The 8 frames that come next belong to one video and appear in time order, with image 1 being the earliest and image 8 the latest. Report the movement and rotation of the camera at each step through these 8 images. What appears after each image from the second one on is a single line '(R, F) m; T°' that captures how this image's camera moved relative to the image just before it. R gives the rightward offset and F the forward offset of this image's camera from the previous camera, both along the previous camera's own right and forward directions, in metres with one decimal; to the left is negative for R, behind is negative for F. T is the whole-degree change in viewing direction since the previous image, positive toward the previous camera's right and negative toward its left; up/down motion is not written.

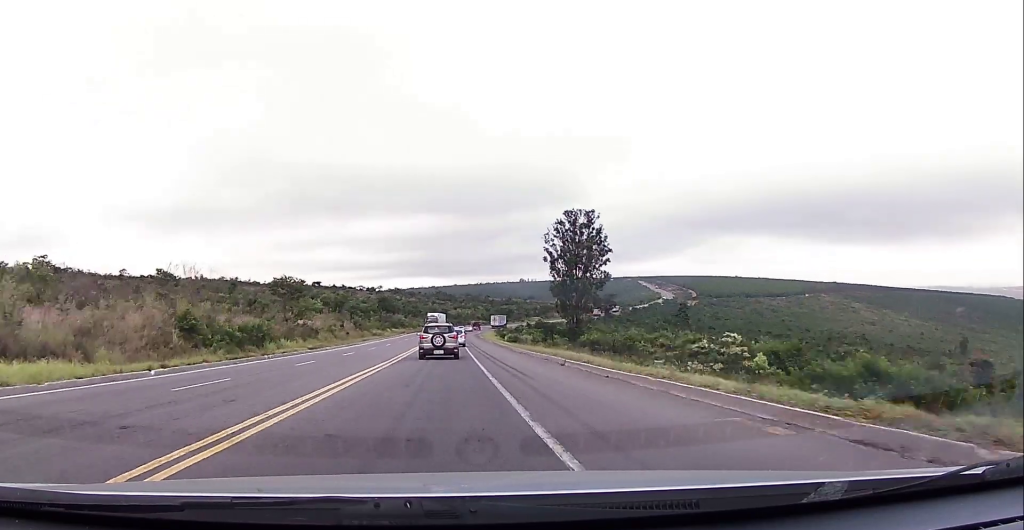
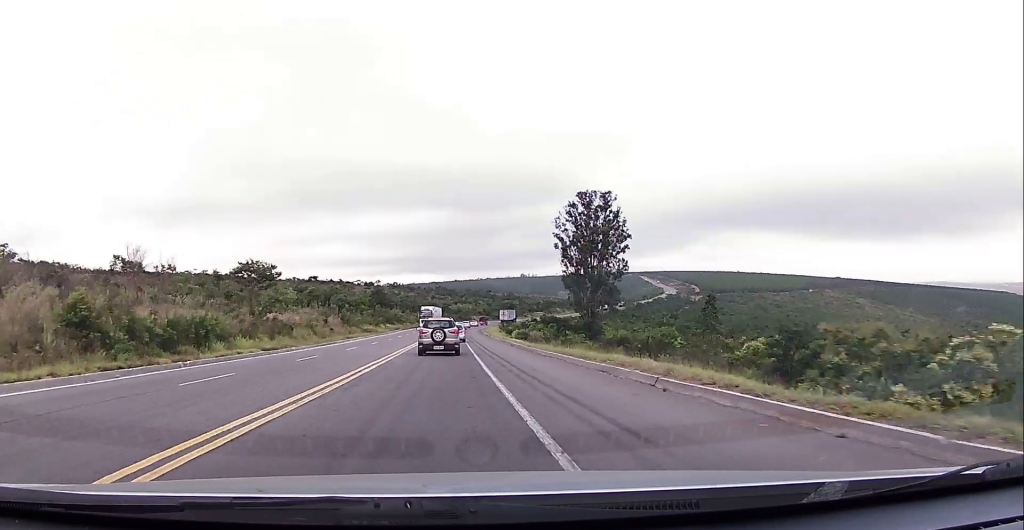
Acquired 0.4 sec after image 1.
(+0.1, +11.3) m; 0°
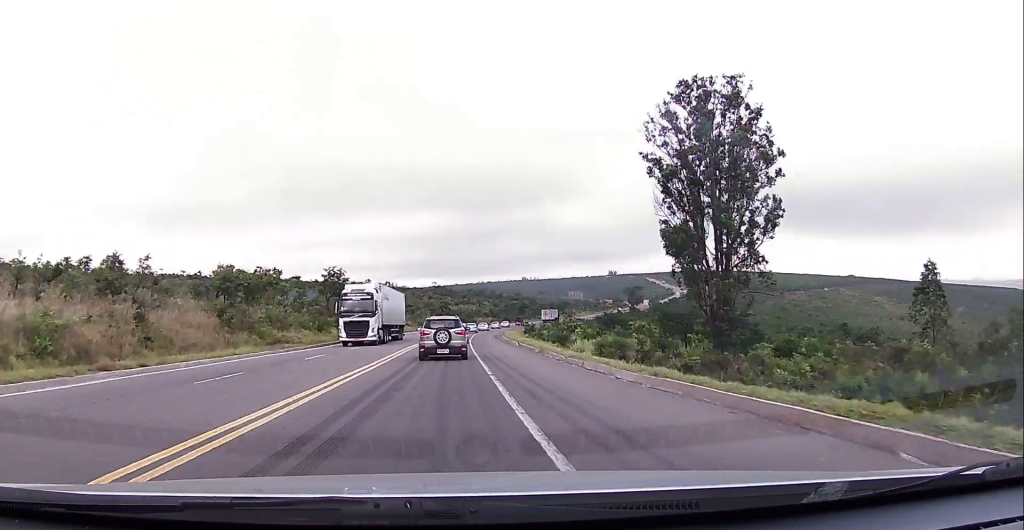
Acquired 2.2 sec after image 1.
(+0.1, +46.2) m; 0°
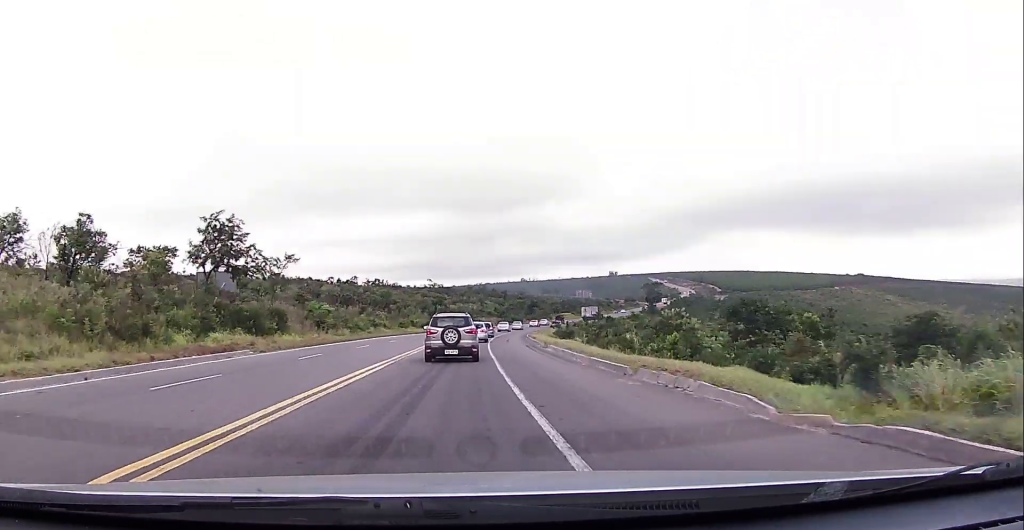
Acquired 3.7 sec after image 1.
(0.0, +38.3) m; -1°
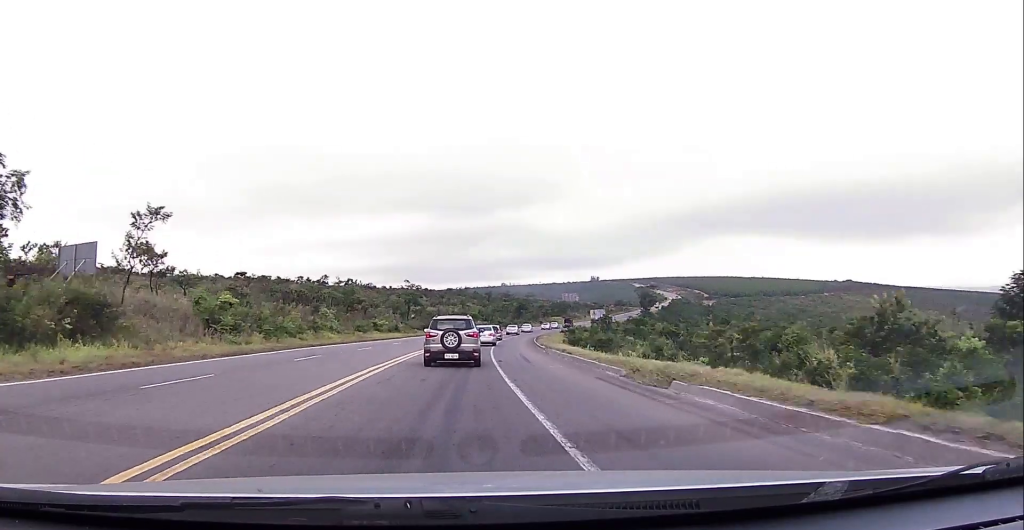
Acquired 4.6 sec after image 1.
(-0.4, +24.0) m; +2°
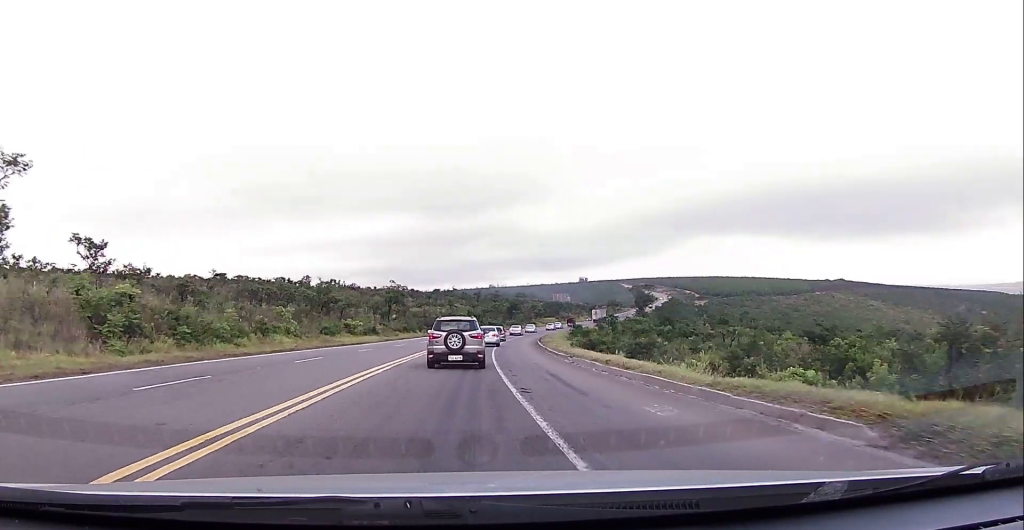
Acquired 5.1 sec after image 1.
(+0.5, +11.9) m; +2°
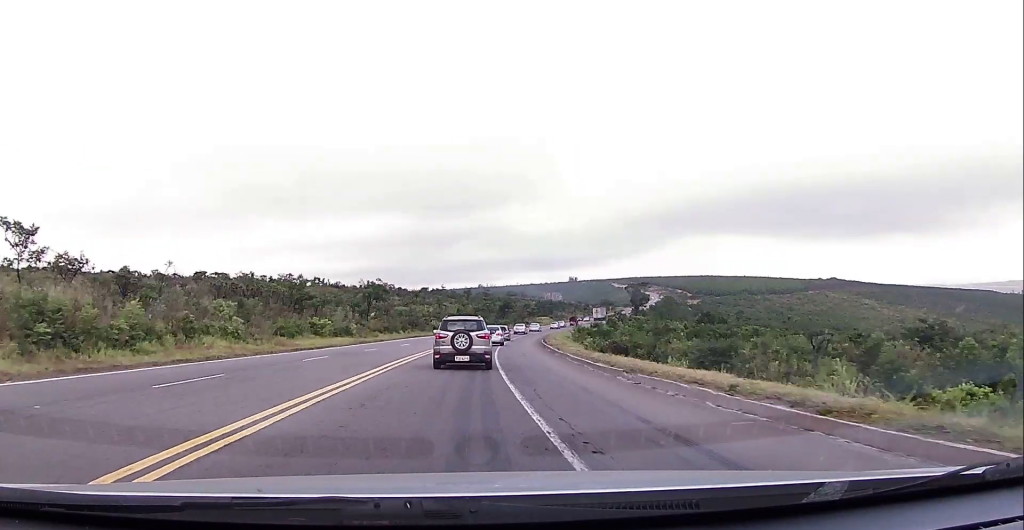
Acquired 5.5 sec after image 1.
(+0.2, +11.0) m; +1°
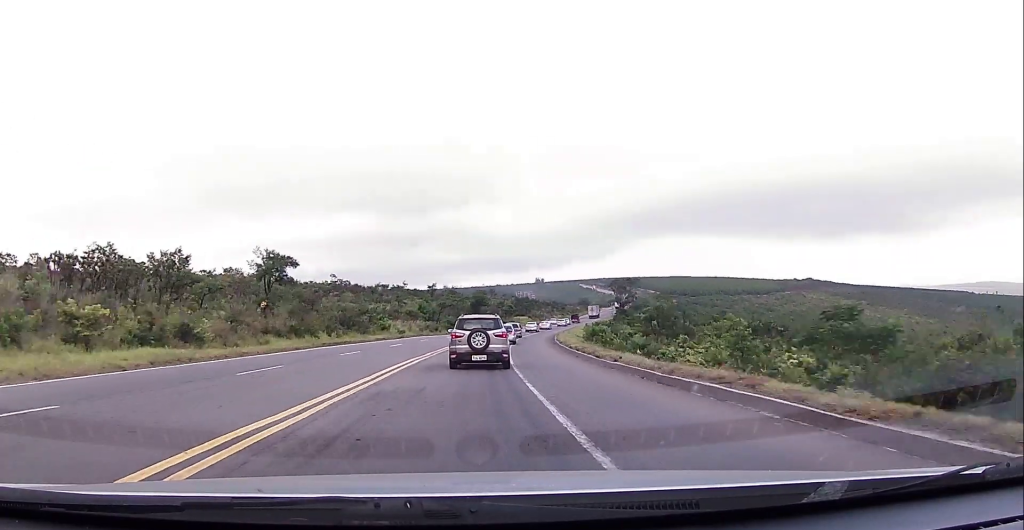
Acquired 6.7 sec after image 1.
(+0.6, +31.3) m; +2°
